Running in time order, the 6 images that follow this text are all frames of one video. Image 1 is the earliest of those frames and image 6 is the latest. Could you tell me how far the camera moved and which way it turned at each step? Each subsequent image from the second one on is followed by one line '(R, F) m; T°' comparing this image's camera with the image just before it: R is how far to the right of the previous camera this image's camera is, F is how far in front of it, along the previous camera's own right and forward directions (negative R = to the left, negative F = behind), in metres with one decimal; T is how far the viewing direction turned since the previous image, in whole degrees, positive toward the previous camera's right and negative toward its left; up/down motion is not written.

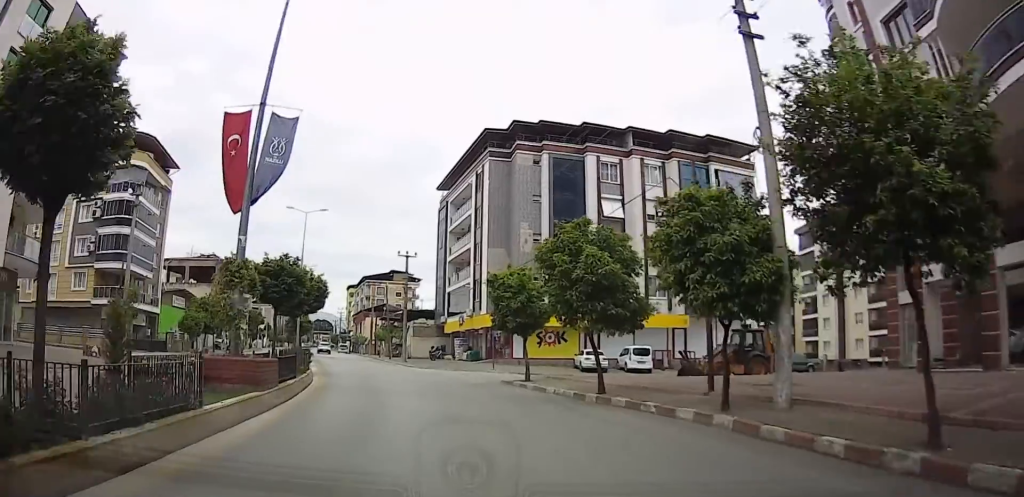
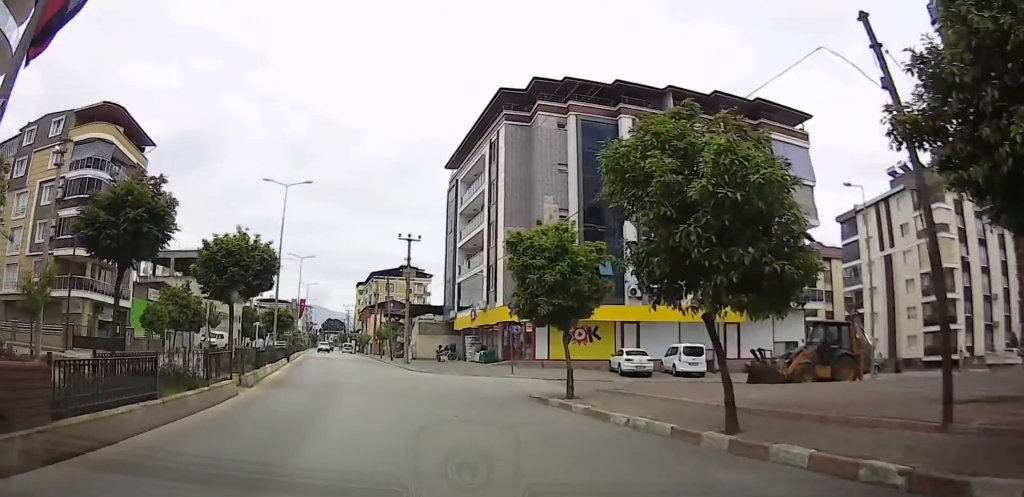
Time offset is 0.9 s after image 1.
(0.0, +7.9) m; 0°
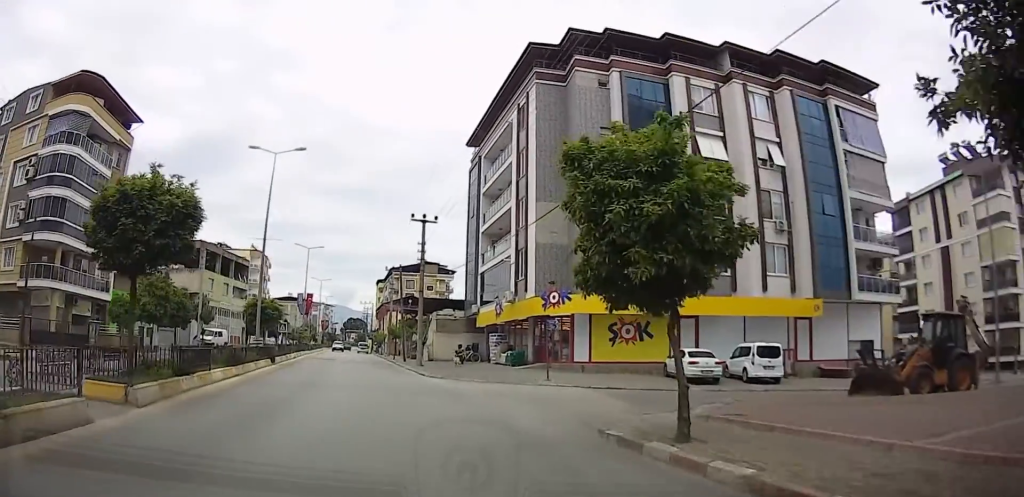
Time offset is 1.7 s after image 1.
(0.0, +6.7) m; 0°
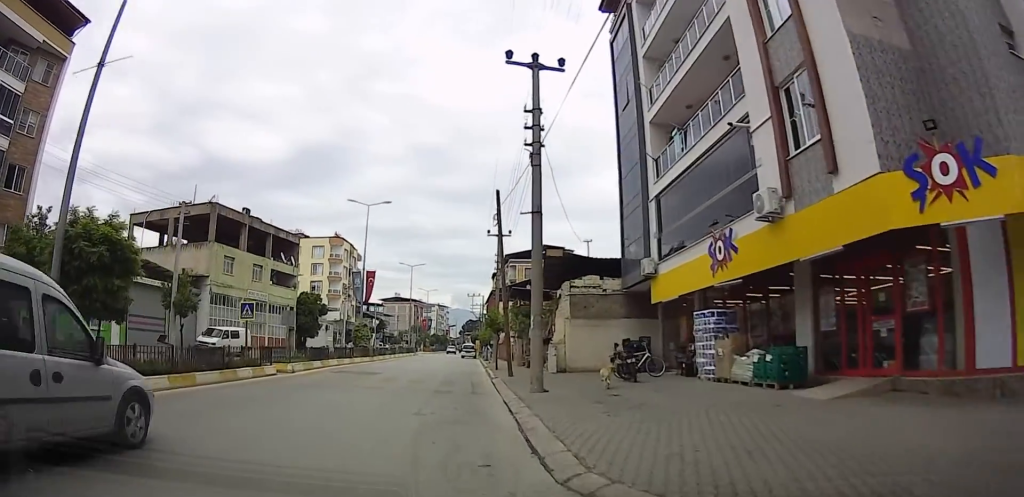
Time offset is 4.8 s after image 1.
(-1.1, +22.4) m; -14°
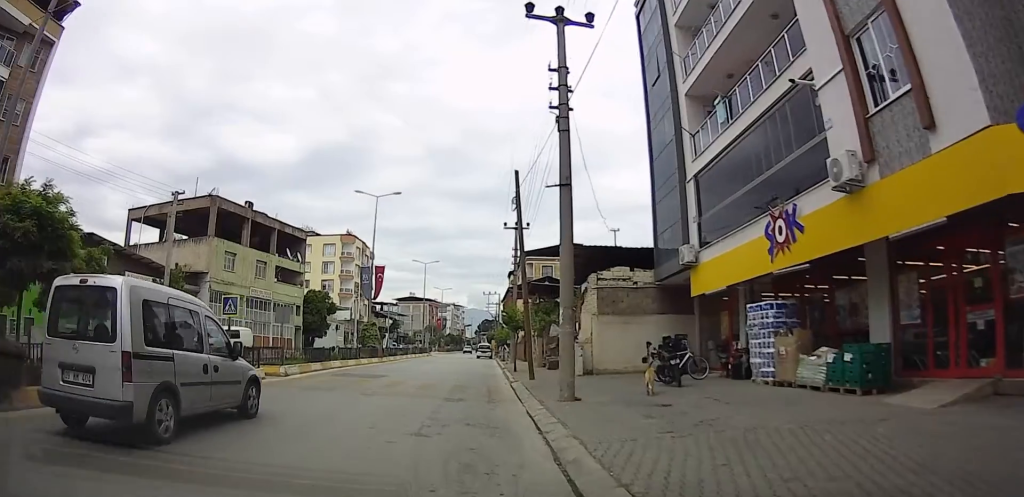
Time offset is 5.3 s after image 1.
(-0.2, +3.1) m; -3°
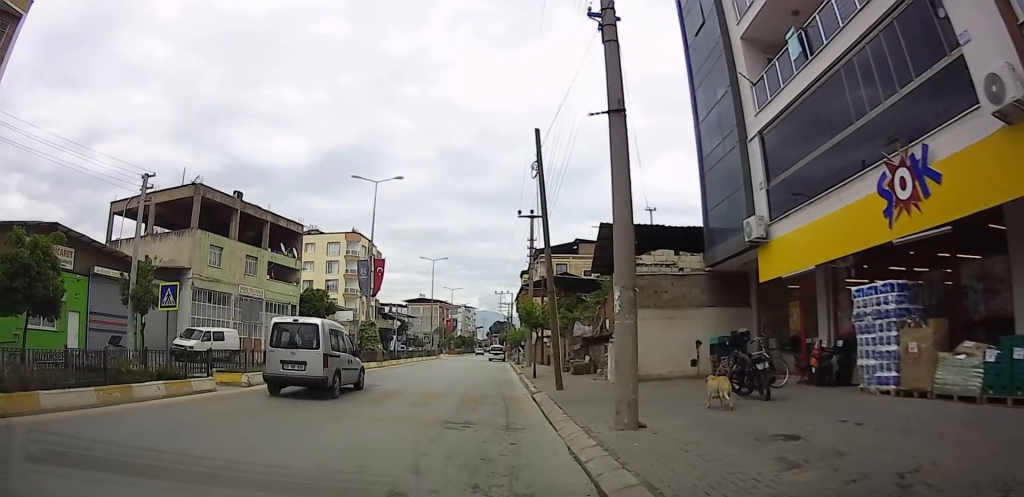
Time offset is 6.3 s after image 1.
(0.0, +5.3) m; -1°
